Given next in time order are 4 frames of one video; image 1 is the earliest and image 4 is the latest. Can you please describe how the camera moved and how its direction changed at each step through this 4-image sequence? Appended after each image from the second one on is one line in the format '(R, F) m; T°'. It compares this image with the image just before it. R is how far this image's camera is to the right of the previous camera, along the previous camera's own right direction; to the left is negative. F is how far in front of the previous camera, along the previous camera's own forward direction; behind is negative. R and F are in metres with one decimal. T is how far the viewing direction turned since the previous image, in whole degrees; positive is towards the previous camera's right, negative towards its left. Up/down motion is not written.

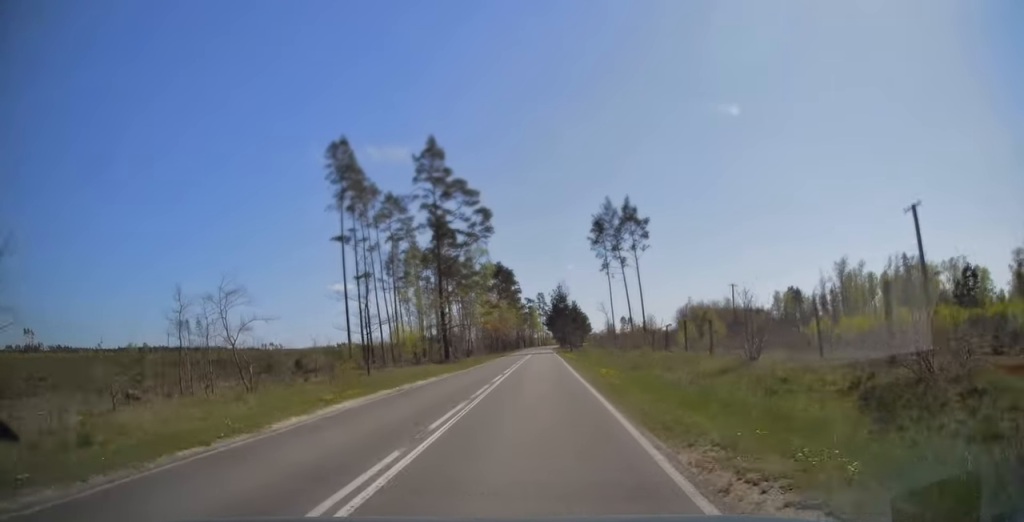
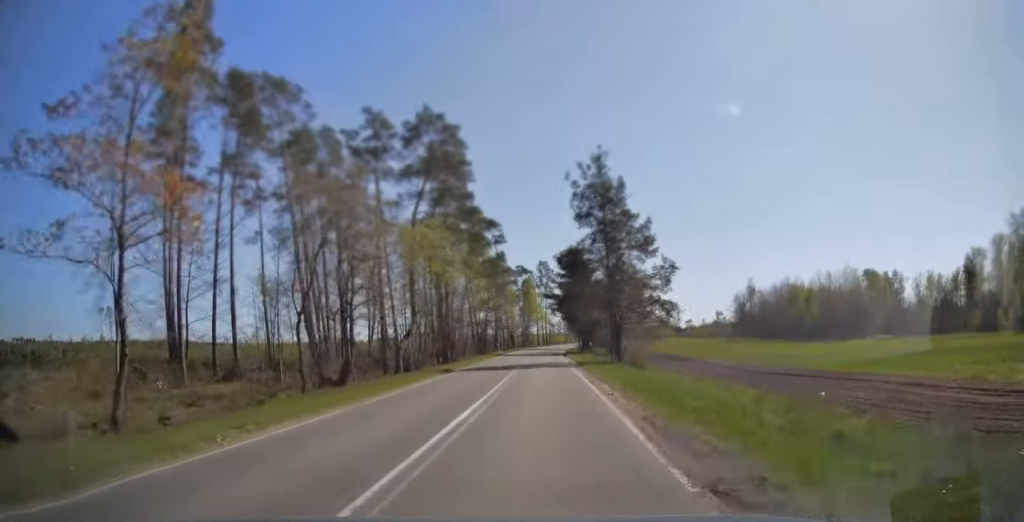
(-0.1, +90.0) m; 0°
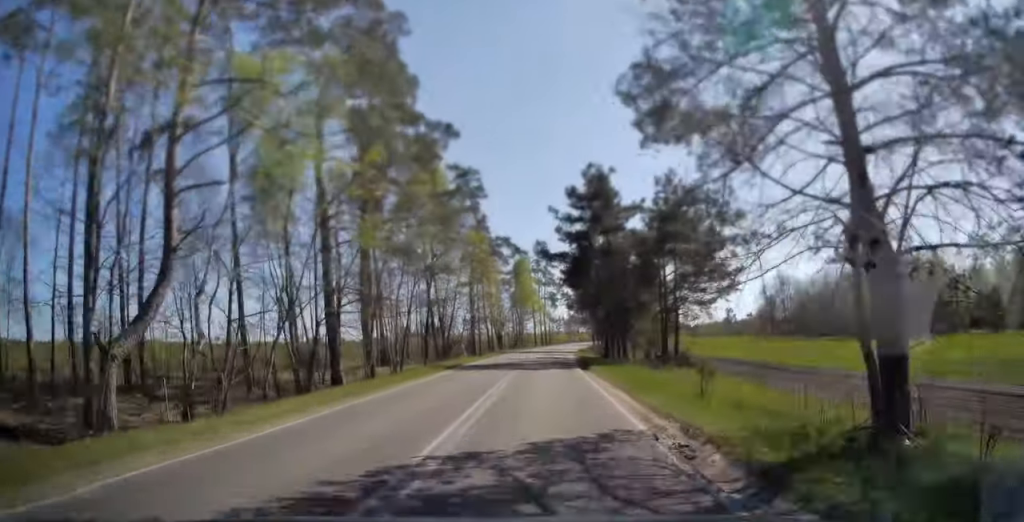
(+0.1, +31.1) m; +1°
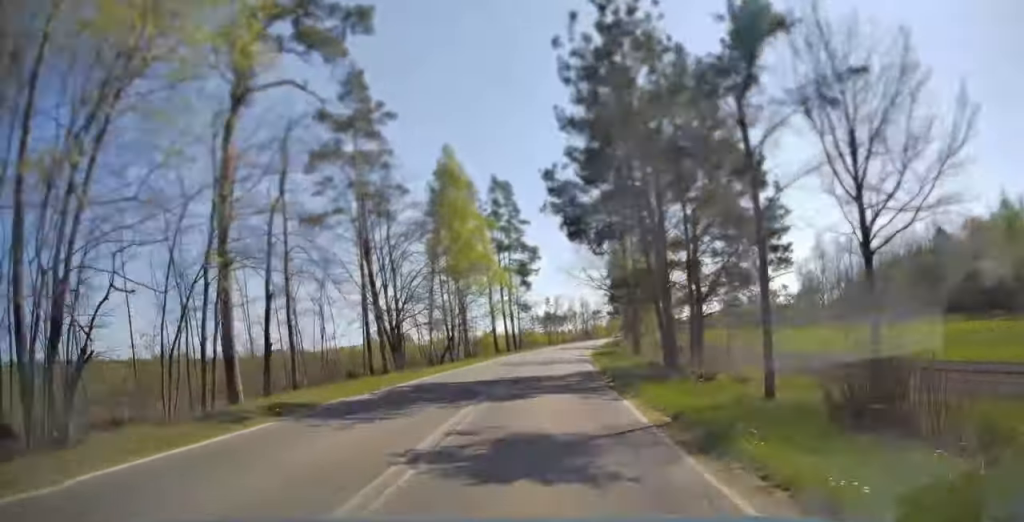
(+1.3, +50.0) m; +4°
